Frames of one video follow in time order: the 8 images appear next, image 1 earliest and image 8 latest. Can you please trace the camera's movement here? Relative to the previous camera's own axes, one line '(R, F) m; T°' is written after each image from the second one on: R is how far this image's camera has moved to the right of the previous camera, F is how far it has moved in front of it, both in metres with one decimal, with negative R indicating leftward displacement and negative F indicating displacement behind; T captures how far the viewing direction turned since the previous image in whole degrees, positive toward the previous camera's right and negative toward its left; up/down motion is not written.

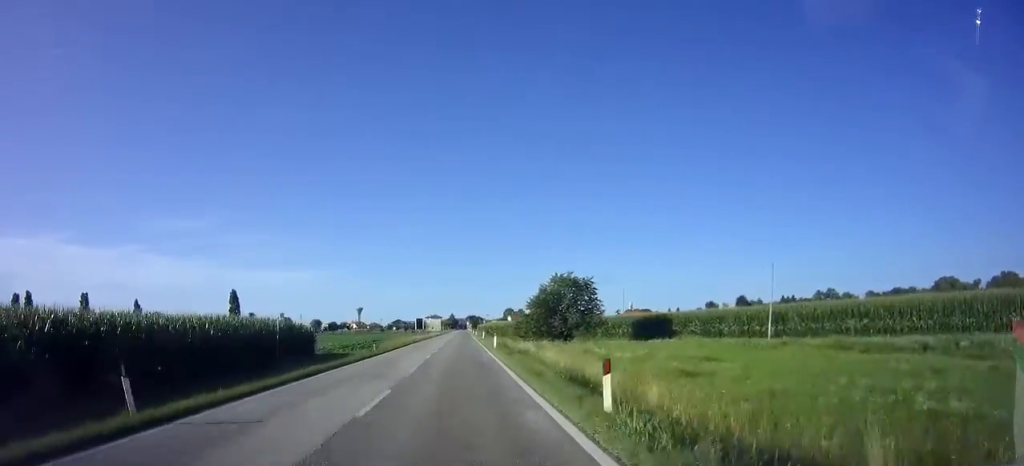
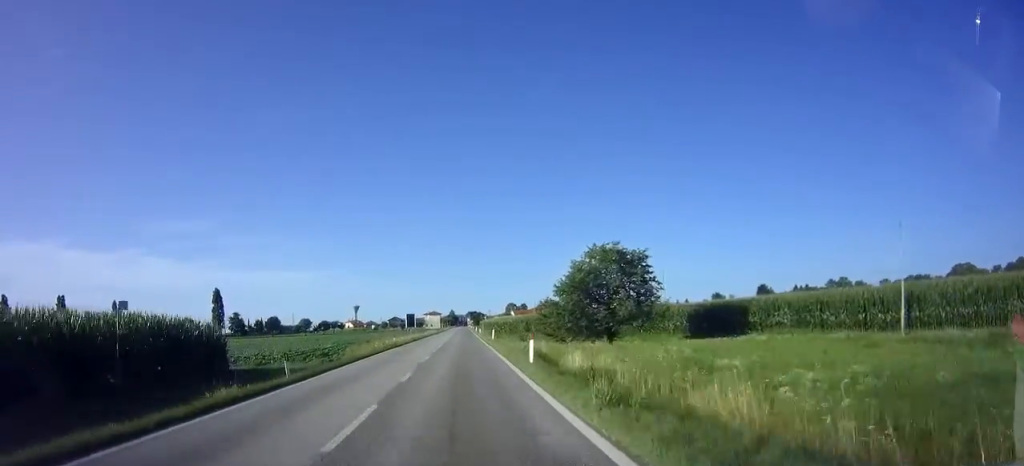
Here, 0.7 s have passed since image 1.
(-0.1, +17.0) m; 0°
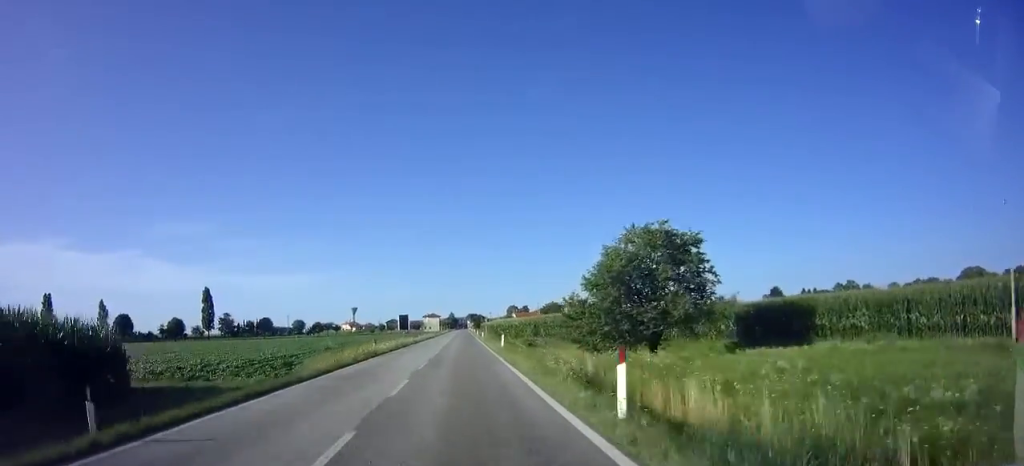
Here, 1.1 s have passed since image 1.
(+0.1, +10.1) m; 0°
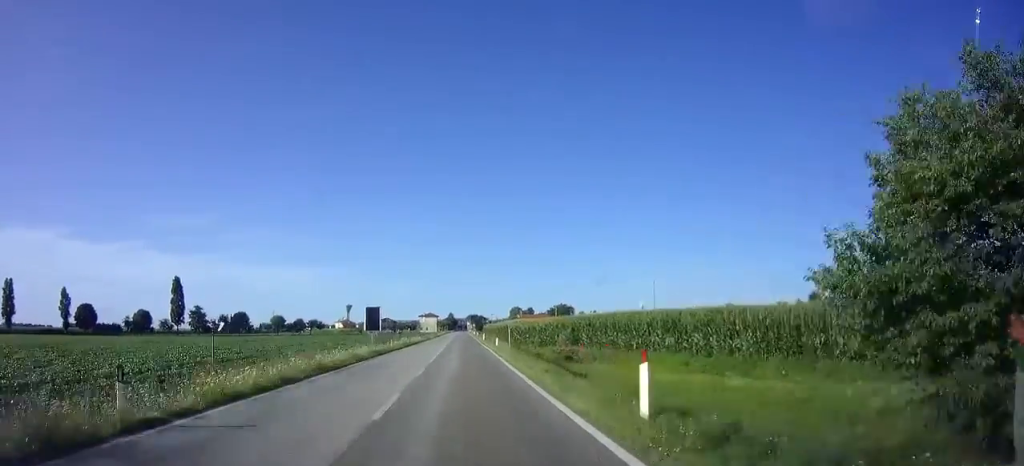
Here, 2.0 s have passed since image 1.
(+0.1, +24.3) m; 0°
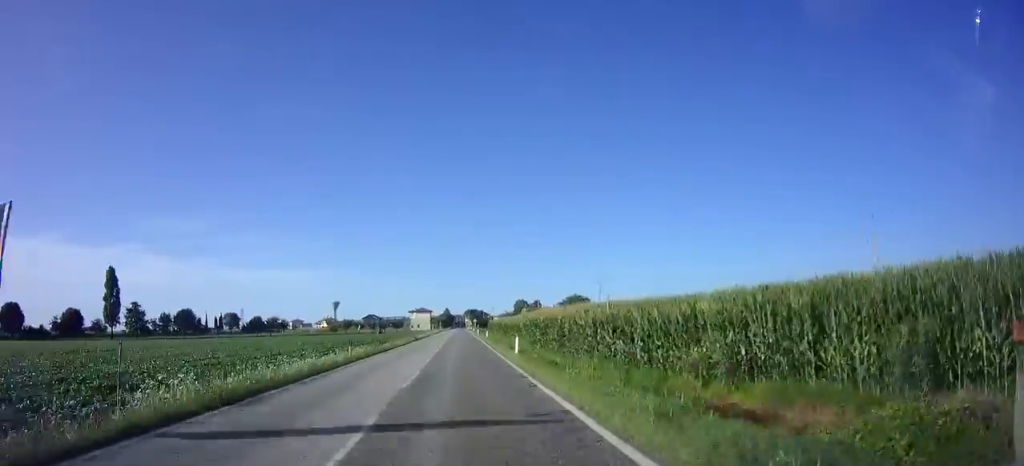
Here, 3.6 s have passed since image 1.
(-0.1, +38.4) m; 0°
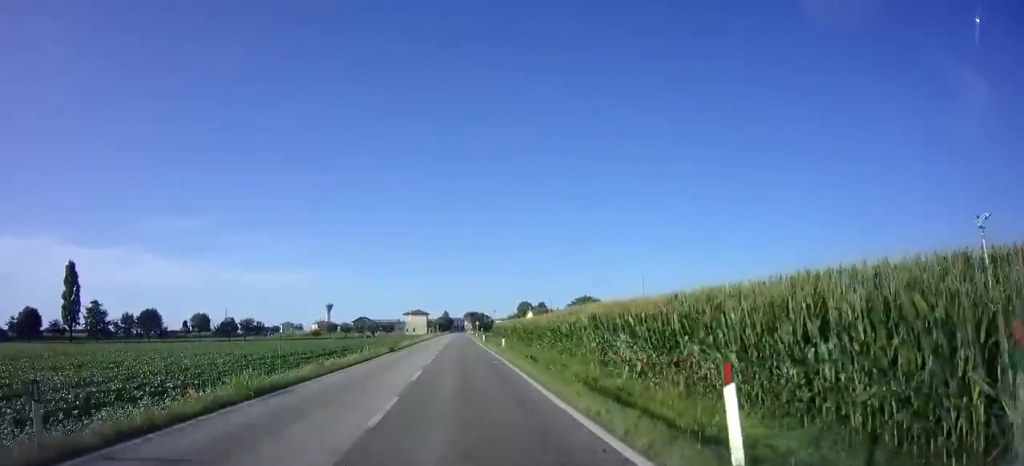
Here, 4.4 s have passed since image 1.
(0.0, +19.8) m; 0°
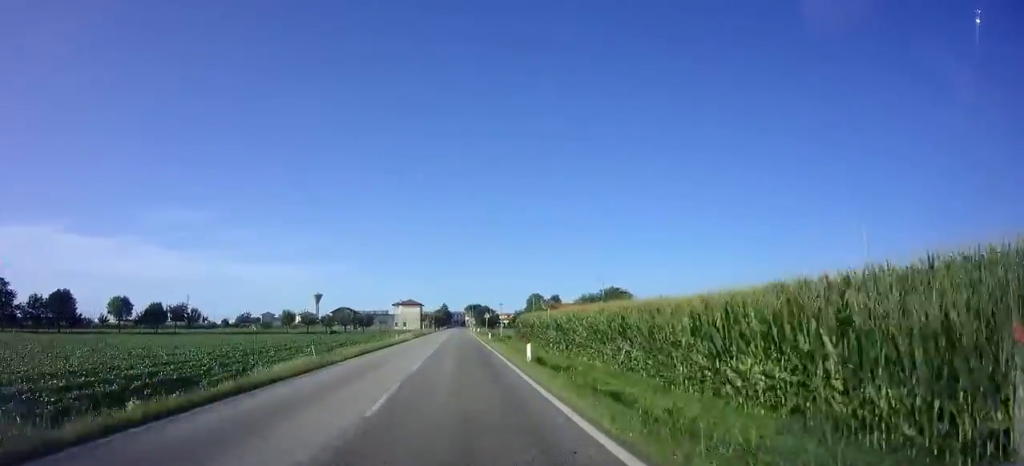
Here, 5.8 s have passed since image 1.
(0.0, +35.6) m; 0°
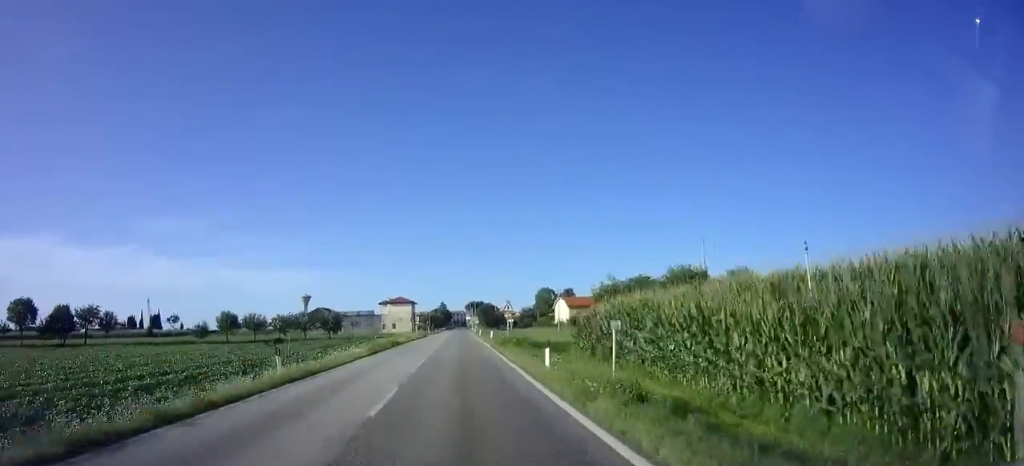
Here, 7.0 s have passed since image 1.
(+0.1, +28.2) m; 0°
